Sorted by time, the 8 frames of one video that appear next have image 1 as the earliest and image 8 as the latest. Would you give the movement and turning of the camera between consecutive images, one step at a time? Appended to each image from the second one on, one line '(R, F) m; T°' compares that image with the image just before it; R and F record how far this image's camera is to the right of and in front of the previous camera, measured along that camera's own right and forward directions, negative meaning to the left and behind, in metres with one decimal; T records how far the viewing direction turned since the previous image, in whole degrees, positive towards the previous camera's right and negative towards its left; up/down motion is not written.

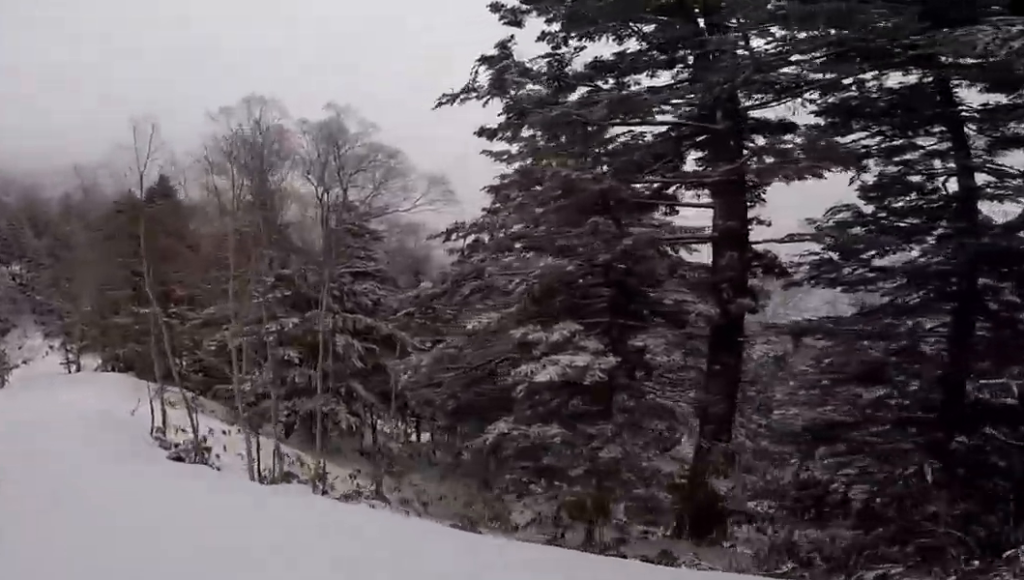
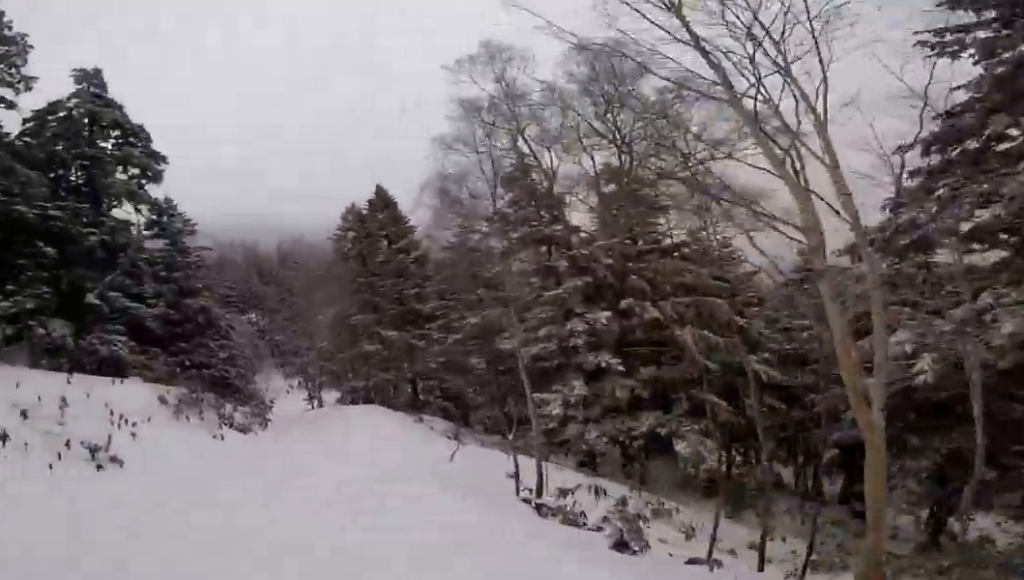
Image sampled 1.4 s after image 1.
(+0.9, +8.1) m; +7°
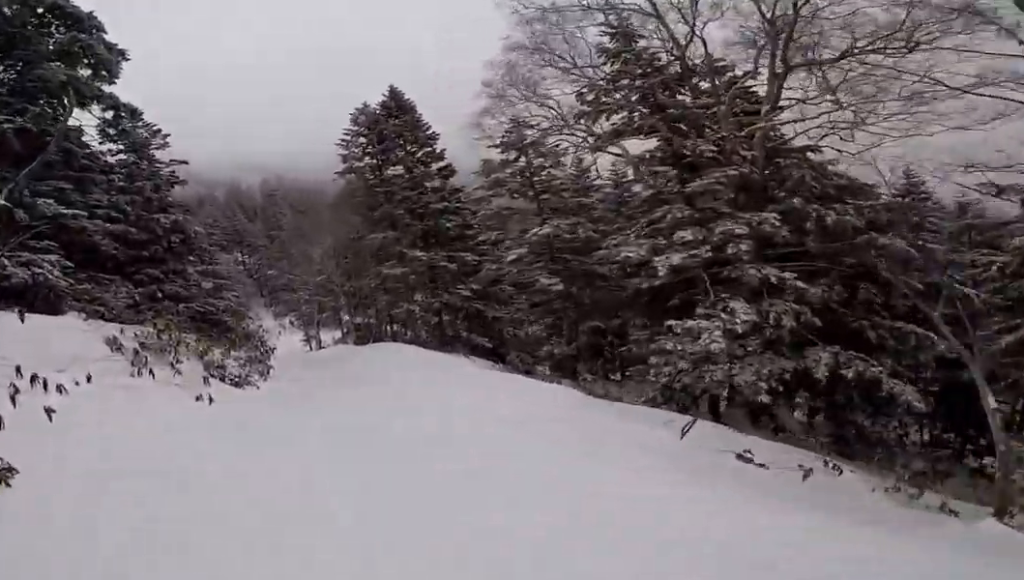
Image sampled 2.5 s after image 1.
(0.0, +6.3) m; -1°
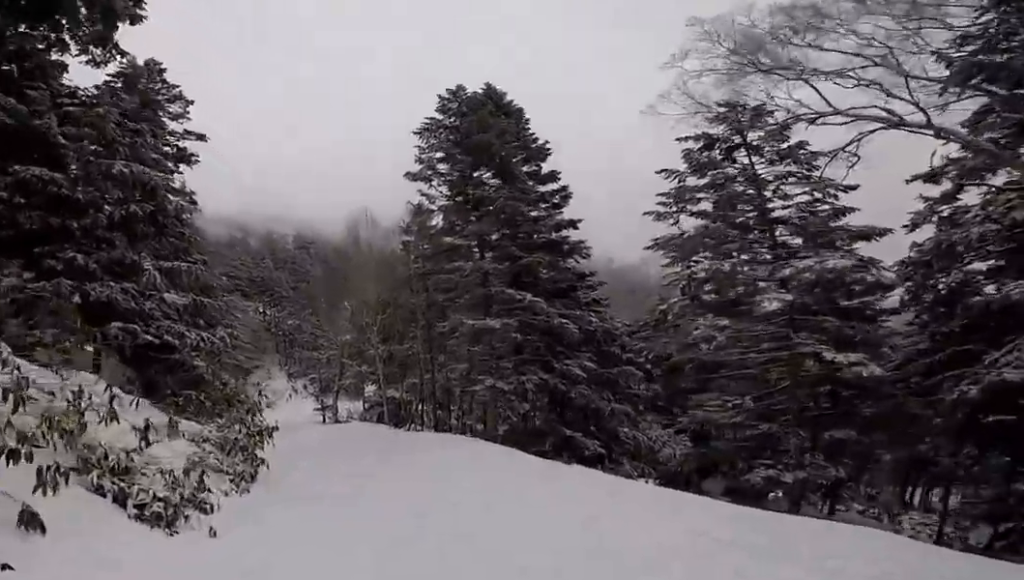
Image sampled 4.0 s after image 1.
(-0.7, +9.8) m; -9°
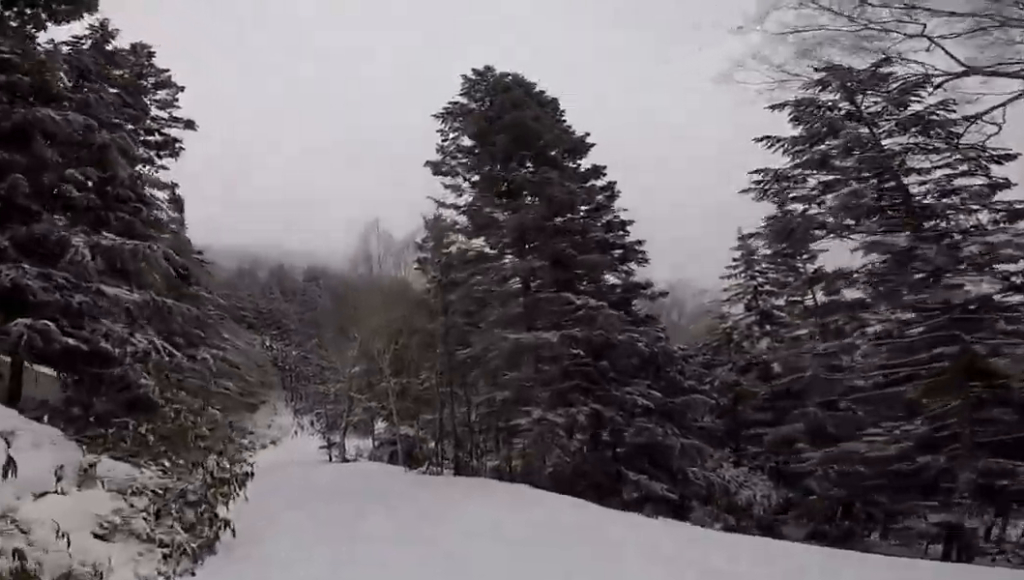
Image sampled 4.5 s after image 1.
(-0.1, +3.5) m; -2°
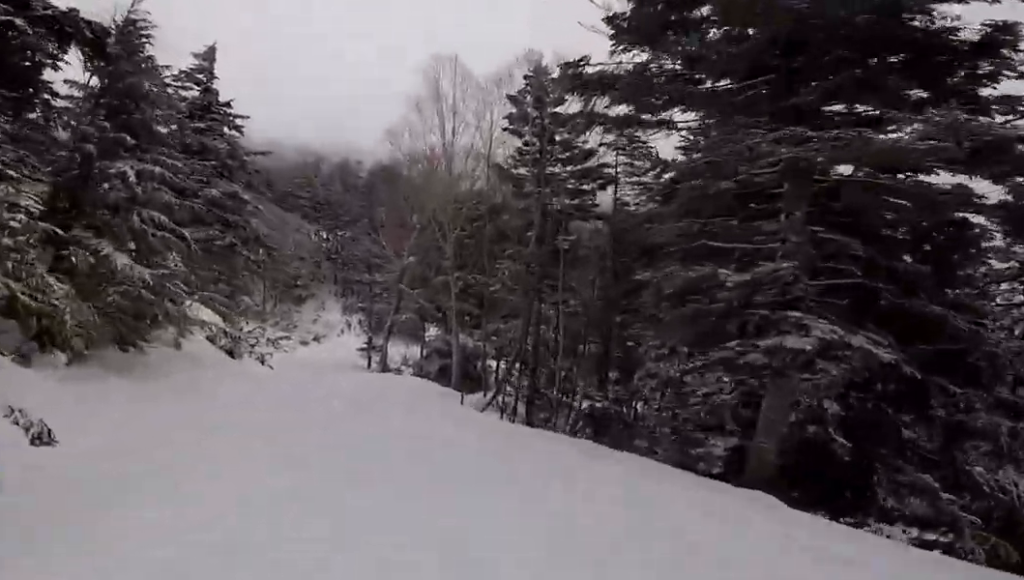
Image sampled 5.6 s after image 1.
(0.0, +7.2) m; 0°
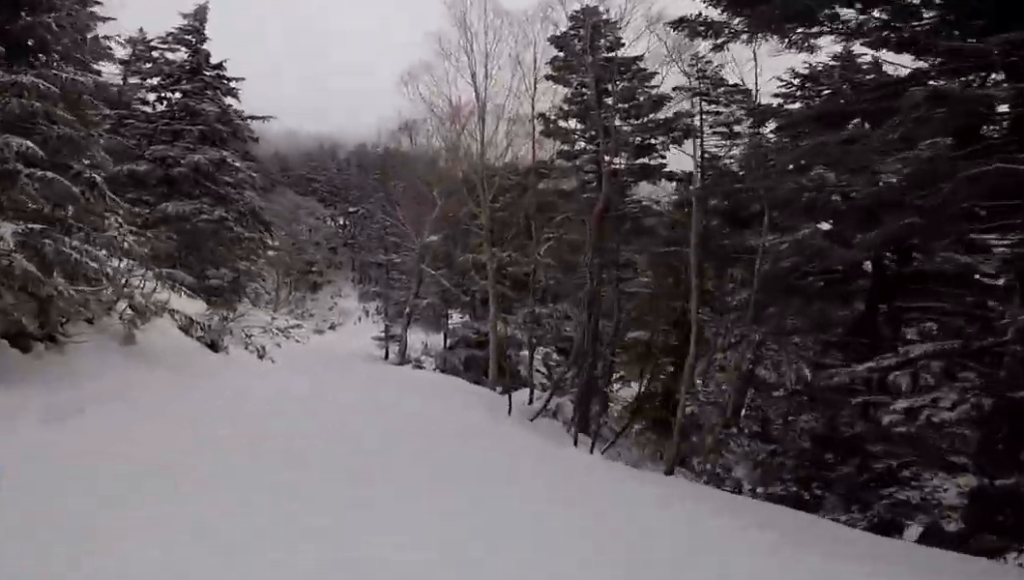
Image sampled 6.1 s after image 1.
(0.0, +3.5) m; 0°
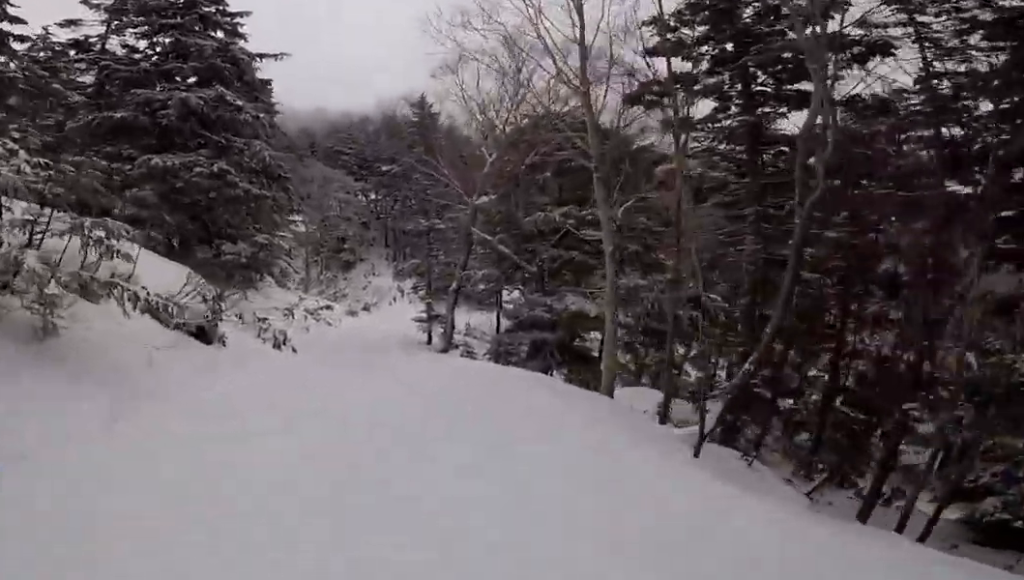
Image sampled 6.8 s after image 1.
(0.0, +4.4) m; 0°
